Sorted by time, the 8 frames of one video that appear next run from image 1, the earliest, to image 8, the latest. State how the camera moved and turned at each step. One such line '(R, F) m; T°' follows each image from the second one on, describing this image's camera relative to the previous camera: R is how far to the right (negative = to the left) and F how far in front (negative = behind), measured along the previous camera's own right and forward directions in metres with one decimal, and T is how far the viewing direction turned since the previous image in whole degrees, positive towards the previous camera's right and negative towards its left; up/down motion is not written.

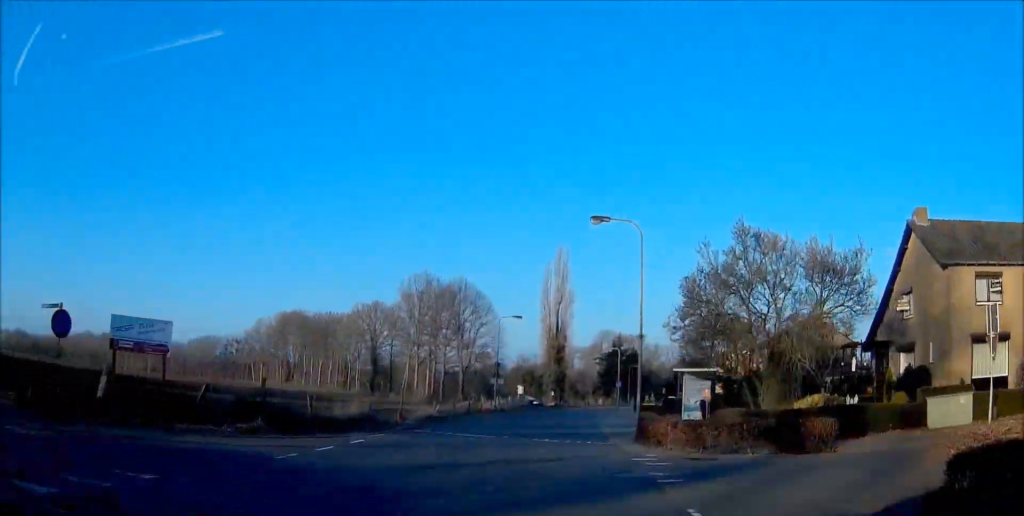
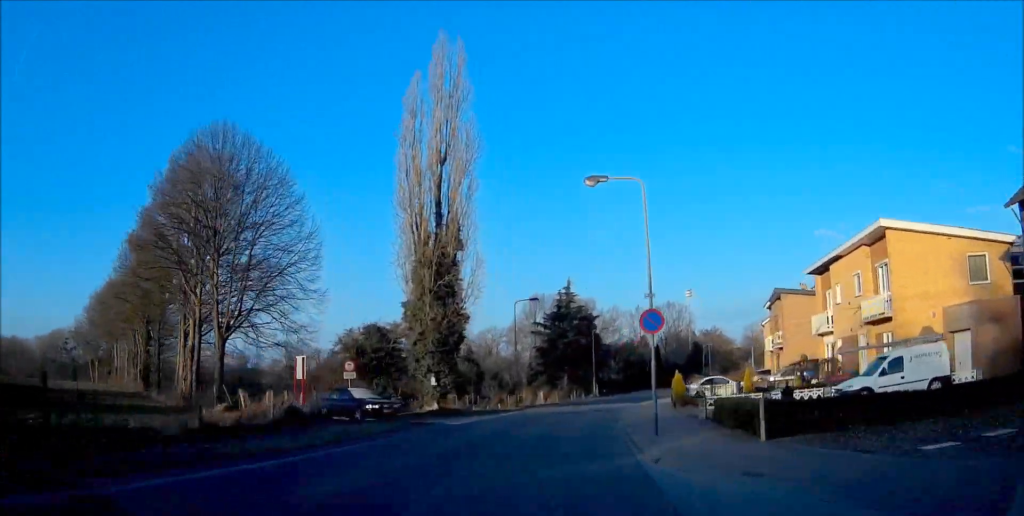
(+3.0, +59.1) m; +7°
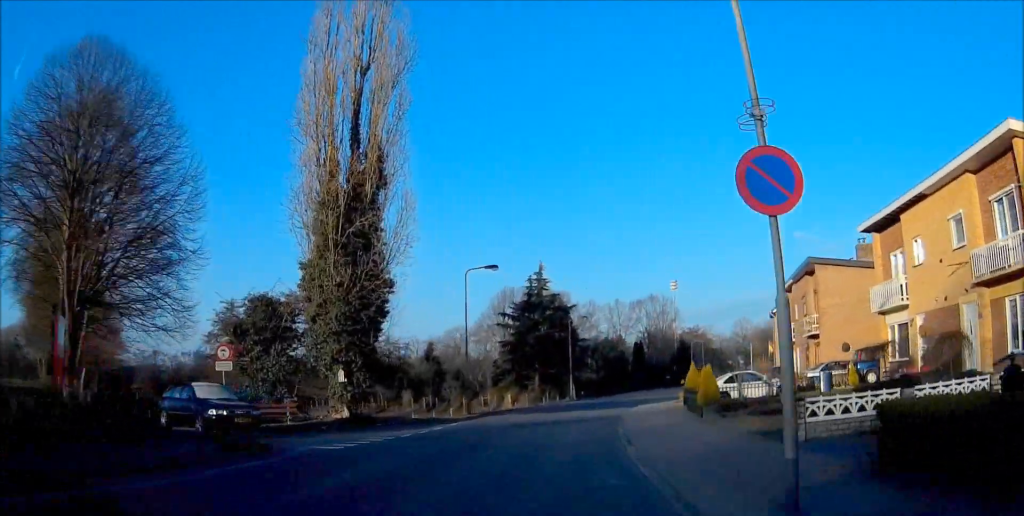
(+0.3, +12.1) m; +3°
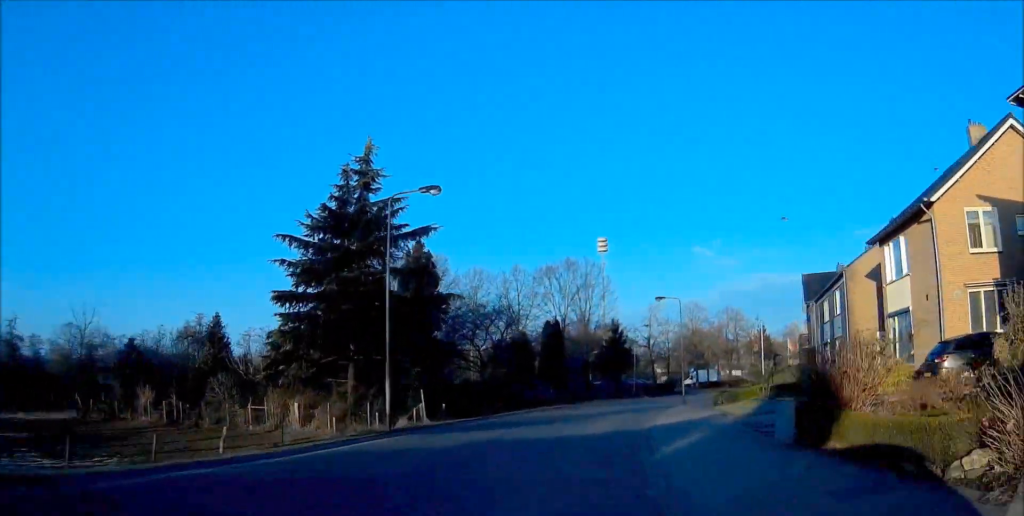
(+2.6, +37.7) m; +11°
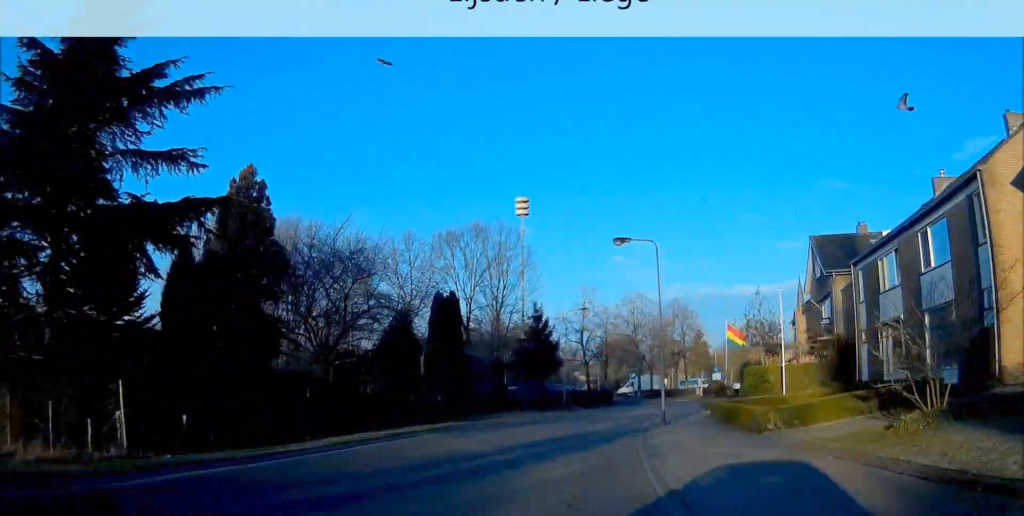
(+1.6, +18.1) m; +7°
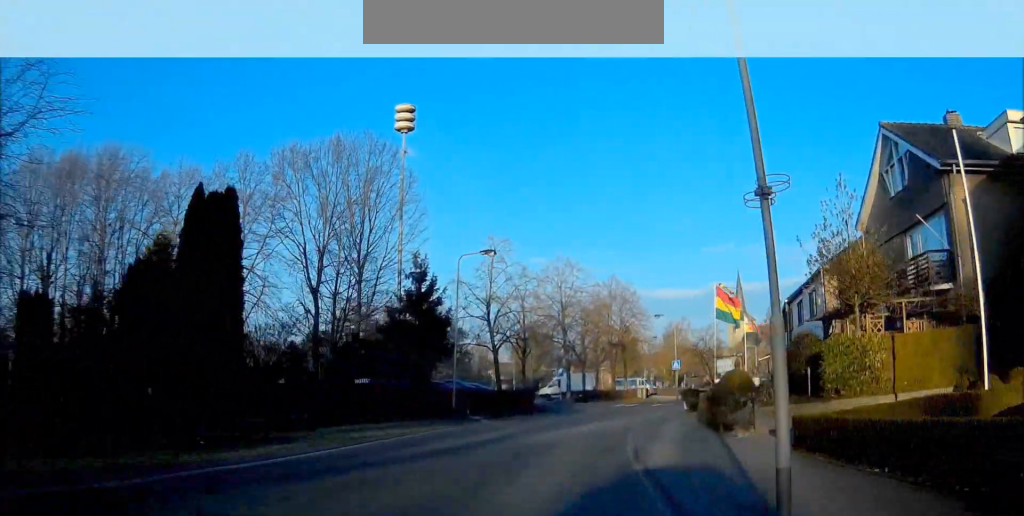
(+1.1, +19.0) m; +7°
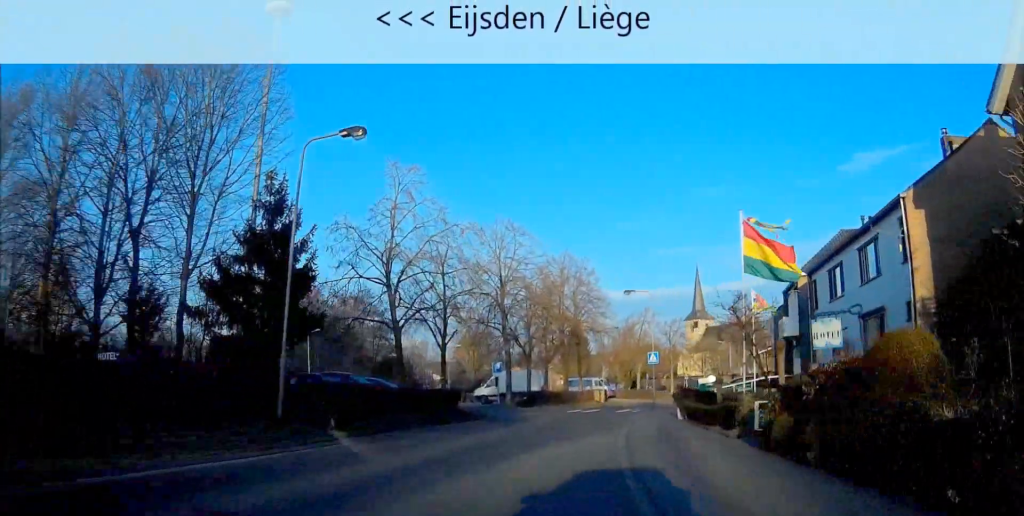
(+0.7, +13.3) m; +4°
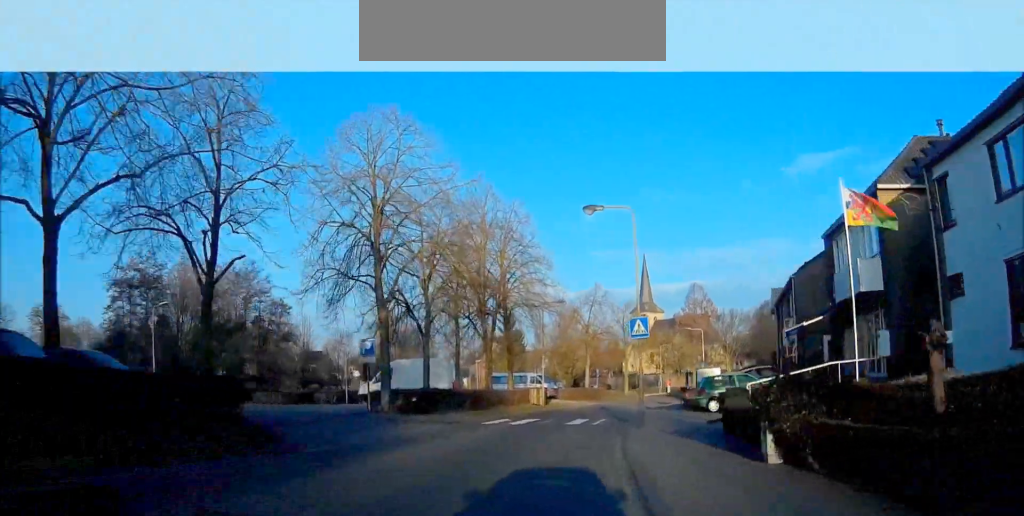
(+0.9, +17.9) m; +4°
